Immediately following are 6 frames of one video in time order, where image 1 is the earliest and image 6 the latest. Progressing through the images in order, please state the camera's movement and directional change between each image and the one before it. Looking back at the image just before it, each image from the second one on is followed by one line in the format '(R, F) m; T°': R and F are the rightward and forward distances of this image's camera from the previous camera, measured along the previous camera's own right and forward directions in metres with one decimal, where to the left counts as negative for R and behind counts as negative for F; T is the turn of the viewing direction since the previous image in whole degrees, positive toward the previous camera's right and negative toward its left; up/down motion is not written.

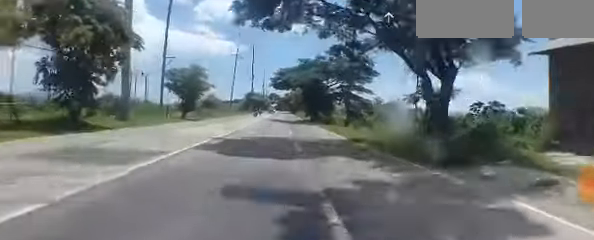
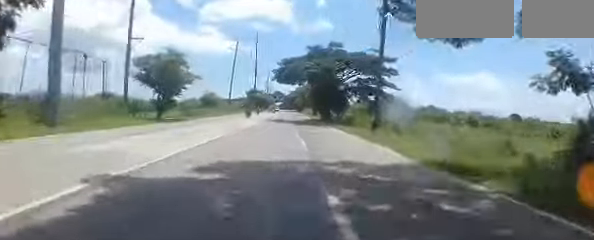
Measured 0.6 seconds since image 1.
(-0.2, +8.8) m; 0°
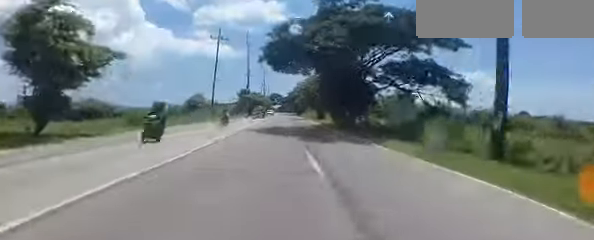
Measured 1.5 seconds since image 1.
(+0.4, +14.1) m; 0°
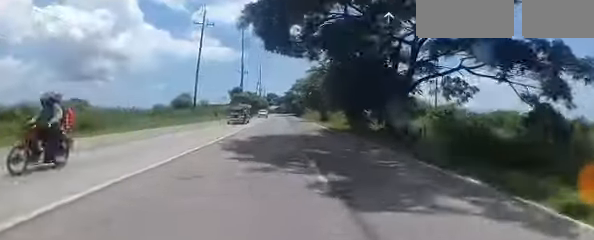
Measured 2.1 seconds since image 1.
(-0.2, +9.3) m; 0°
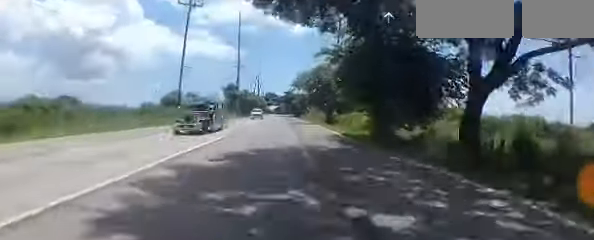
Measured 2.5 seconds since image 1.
(-0.1, +6.6) m; 0°
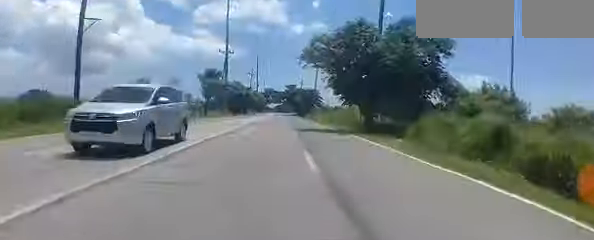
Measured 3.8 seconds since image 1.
(+0.5, +20.0) m; +1°
